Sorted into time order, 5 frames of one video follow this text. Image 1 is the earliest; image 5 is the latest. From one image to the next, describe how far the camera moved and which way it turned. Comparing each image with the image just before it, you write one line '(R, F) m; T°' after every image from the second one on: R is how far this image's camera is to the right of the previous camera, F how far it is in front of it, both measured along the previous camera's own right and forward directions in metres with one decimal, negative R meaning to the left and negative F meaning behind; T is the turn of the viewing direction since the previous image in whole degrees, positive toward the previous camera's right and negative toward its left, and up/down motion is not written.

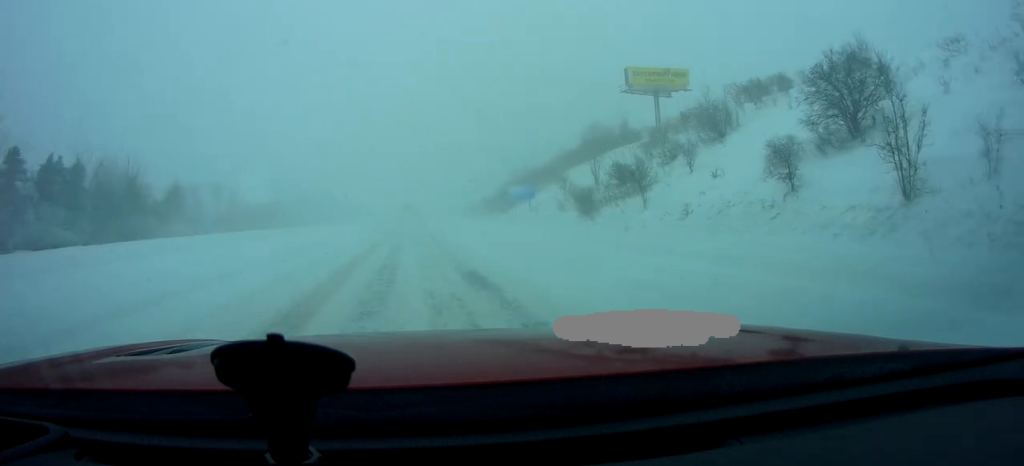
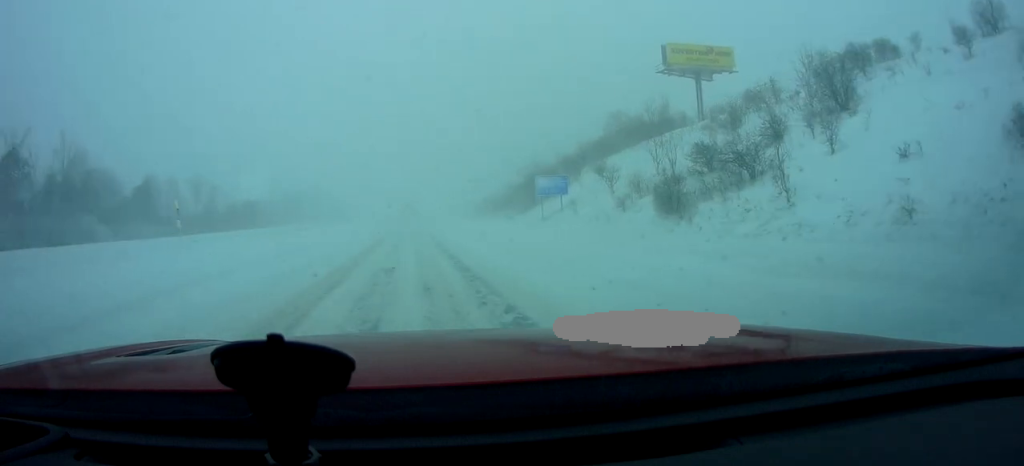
(+0.2, +17.0) m; -1°
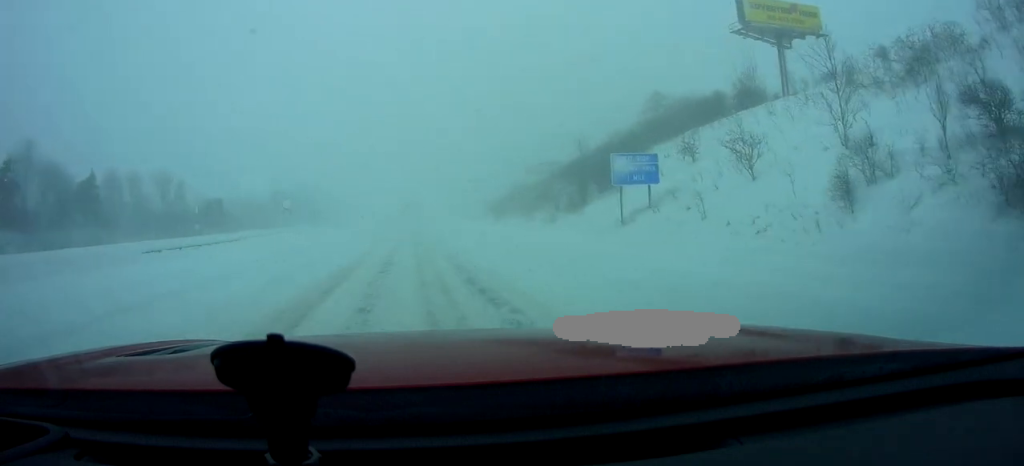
(-0.5, +23.6) m; -1°
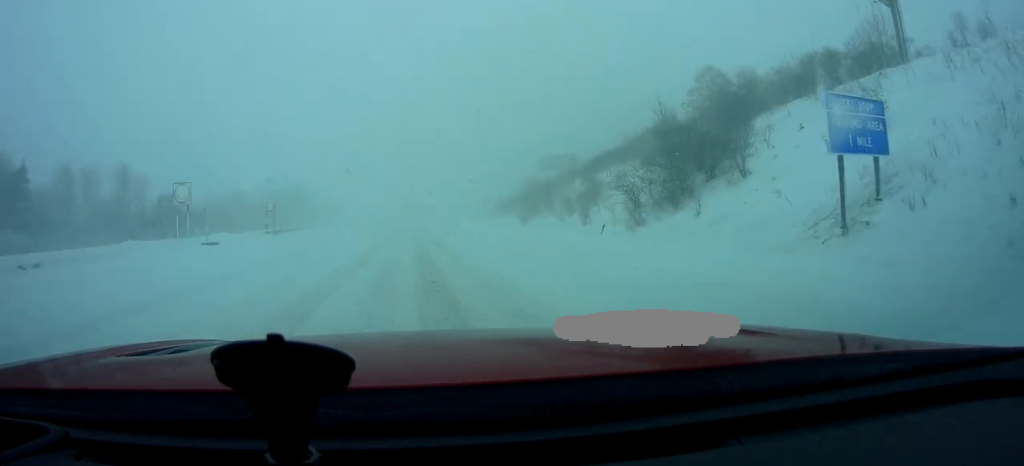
(+0.2, +21.0) m; +1°
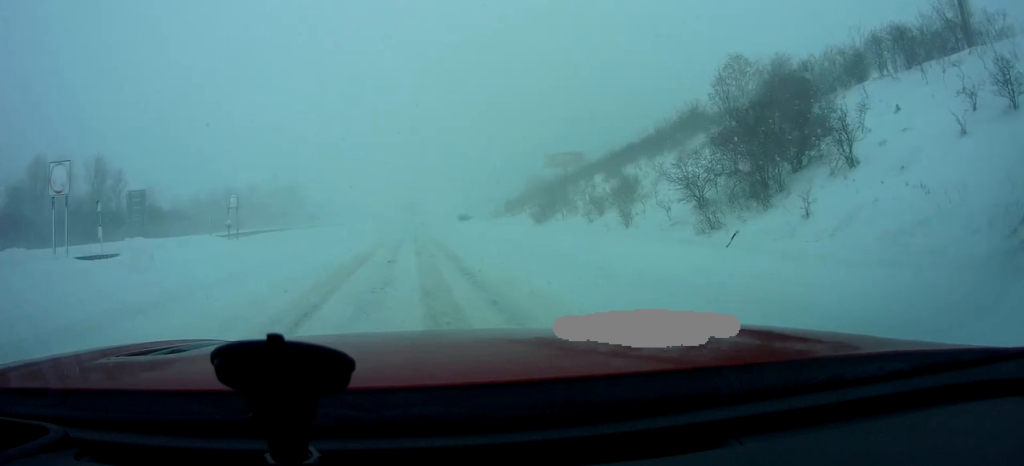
(0.0, +9.1) m; 0°
